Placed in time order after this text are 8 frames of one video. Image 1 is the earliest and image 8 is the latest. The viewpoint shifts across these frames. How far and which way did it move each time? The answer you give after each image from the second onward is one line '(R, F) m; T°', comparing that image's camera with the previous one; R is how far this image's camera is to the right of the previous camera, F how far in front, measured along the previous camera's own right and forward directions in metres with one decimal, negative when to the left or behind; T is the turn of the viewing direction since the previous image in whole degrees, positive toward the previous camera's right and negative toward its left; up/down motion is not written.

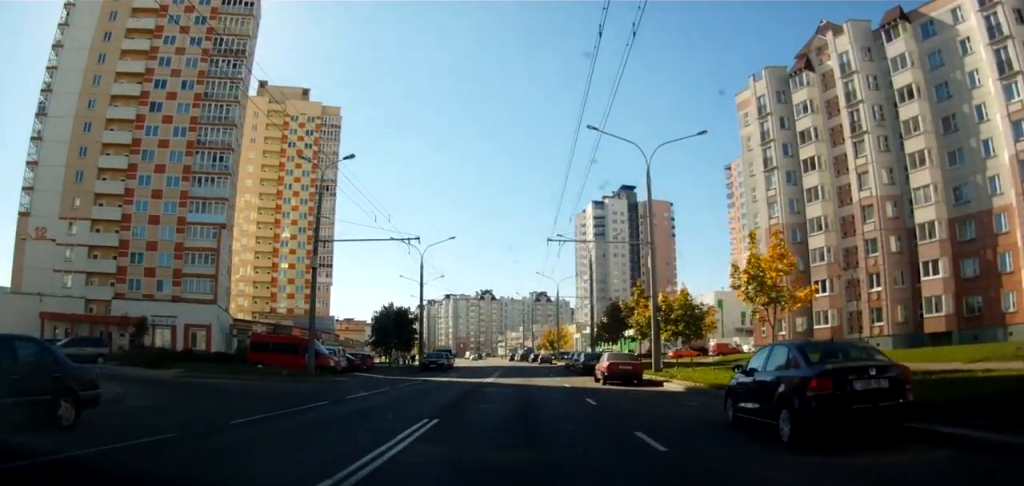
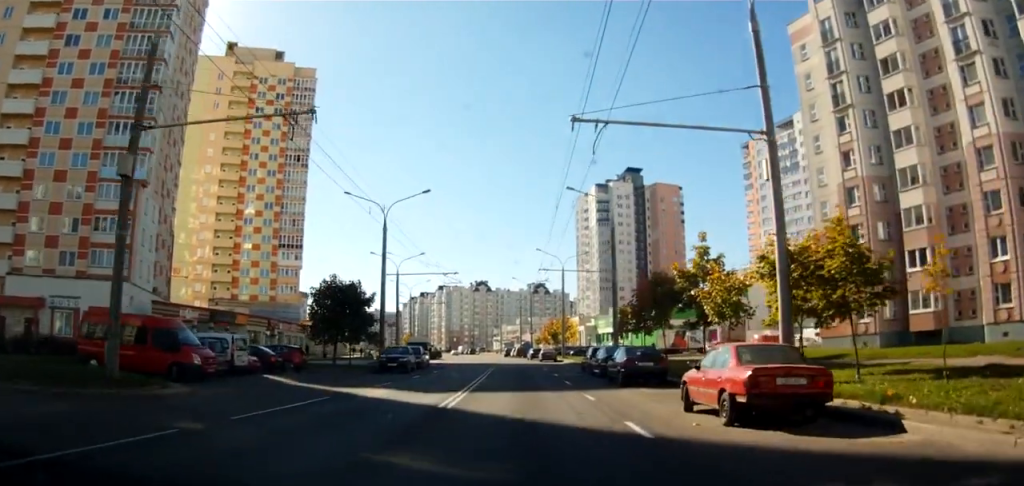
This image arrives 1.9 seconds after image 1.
(+0.3, +14.4) m; +5°
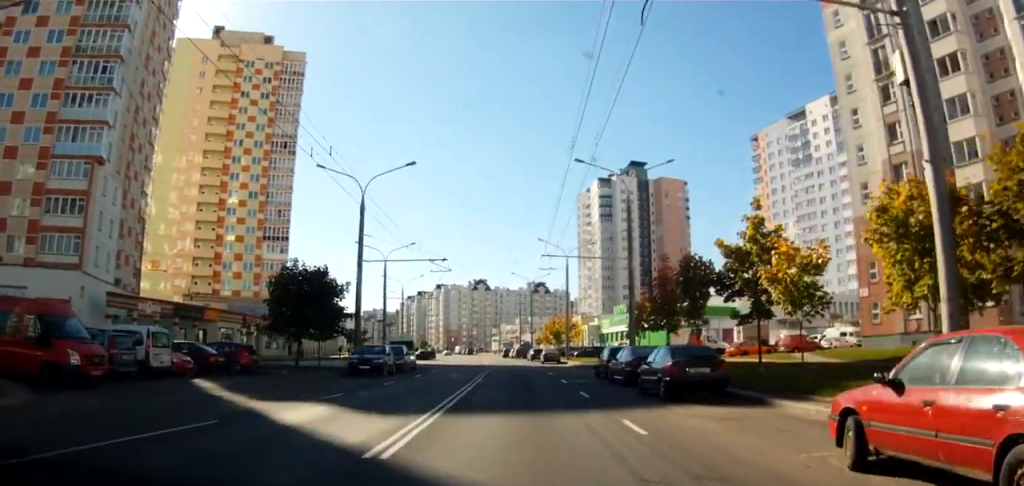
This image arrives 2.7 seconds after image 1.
(+0.3, +6.2) m; +2°
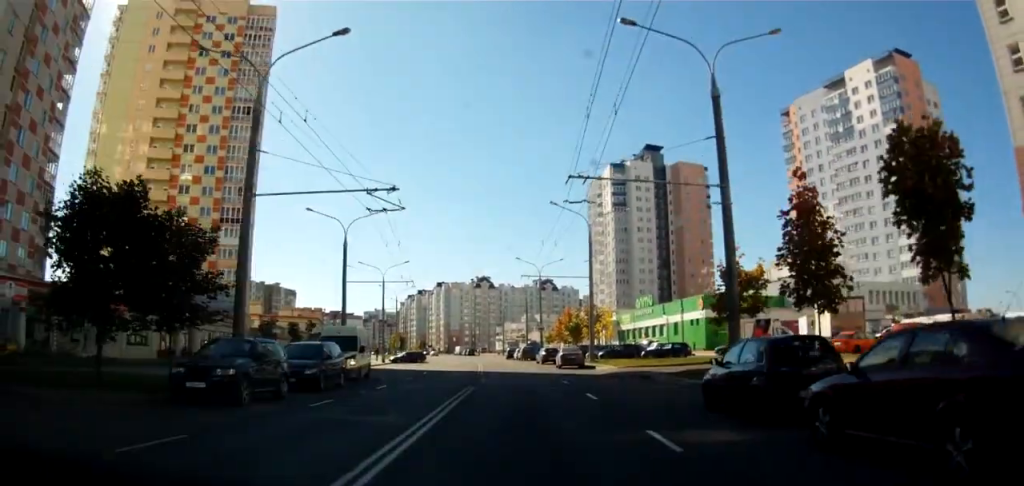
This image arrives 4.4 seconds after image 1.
(0.0, +14.9) m; -2°
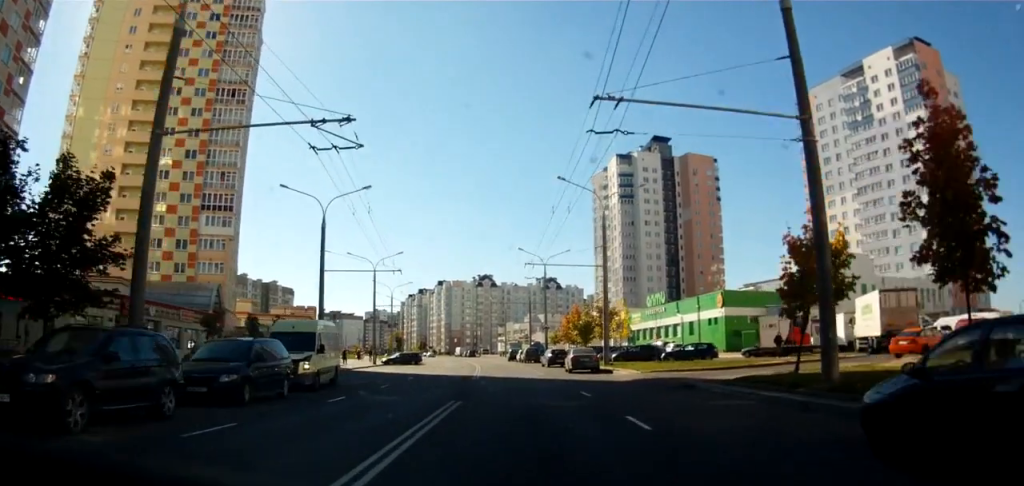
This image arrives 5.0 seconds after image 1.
(-0.1, +5.3) m; -2°
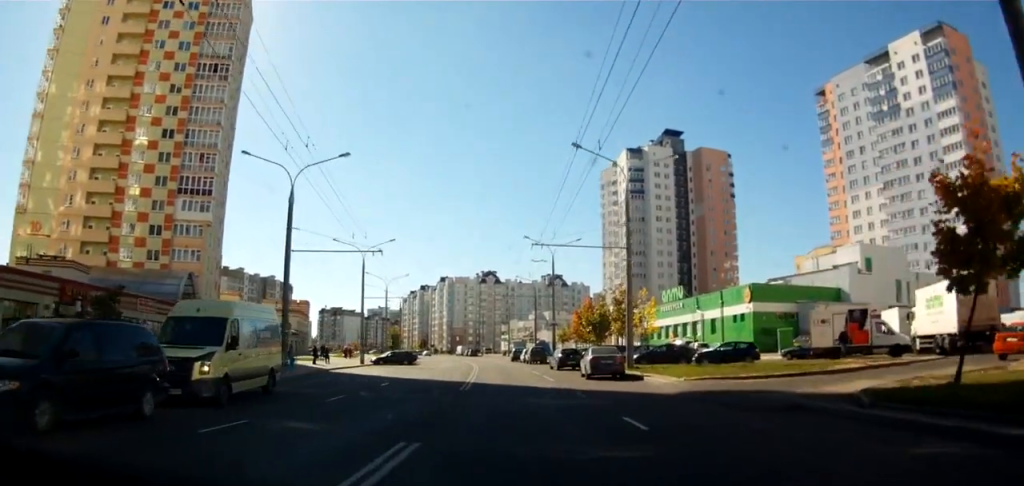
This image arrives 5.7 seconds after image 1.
(-0.1, +6.9) m; 0°
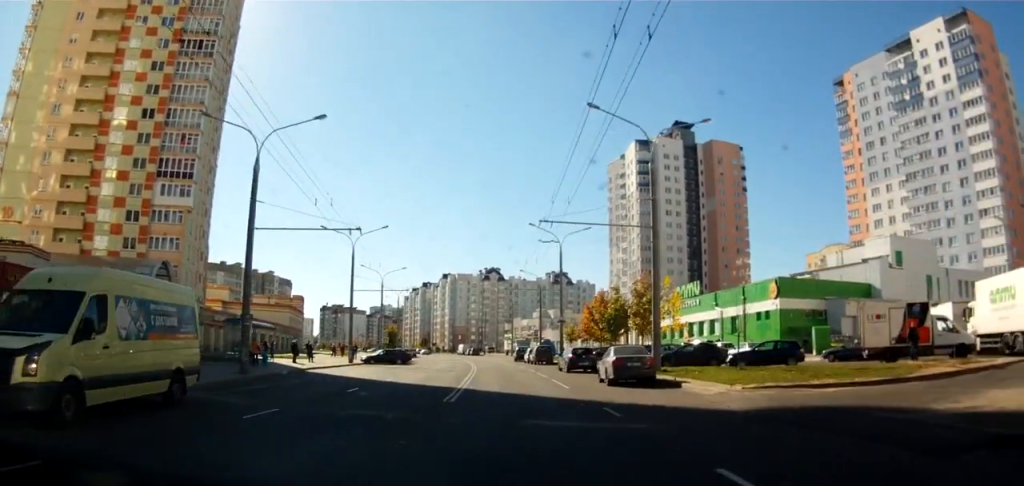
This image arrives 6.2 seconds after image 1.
(0.0, +5.0) m; +1°
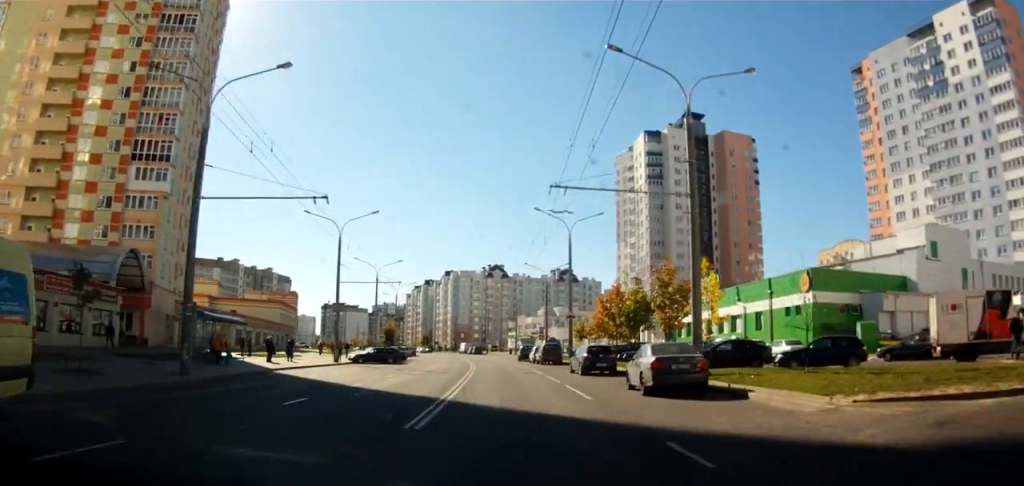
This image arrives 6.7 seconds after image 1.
(+0.1, +5.6) m; +1°
